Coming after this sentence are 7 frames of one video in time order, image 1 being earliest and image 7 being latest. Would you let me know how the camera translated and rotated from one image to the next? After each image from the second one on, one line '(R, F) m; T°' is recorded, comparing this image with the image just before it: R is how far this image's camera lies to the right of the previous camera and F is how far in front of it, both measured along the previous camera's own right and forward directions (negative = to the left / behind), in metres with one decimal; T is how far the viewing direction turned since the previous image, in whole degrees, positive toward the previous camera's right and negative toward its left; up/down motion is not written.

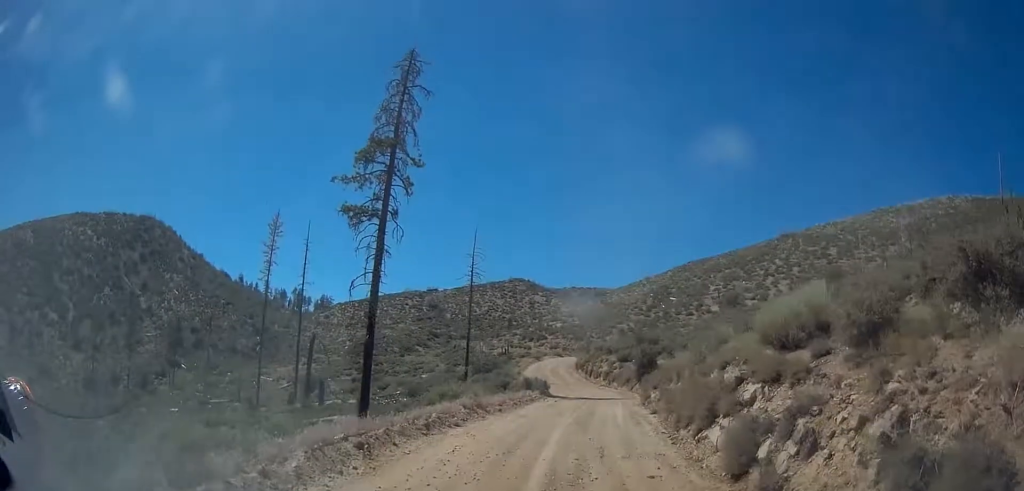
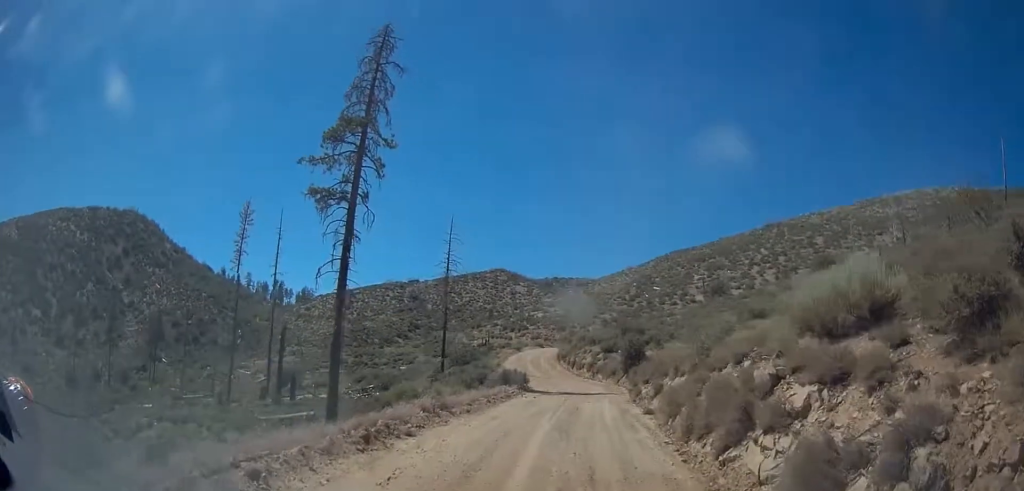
(0.0, +3.0) m; 0°
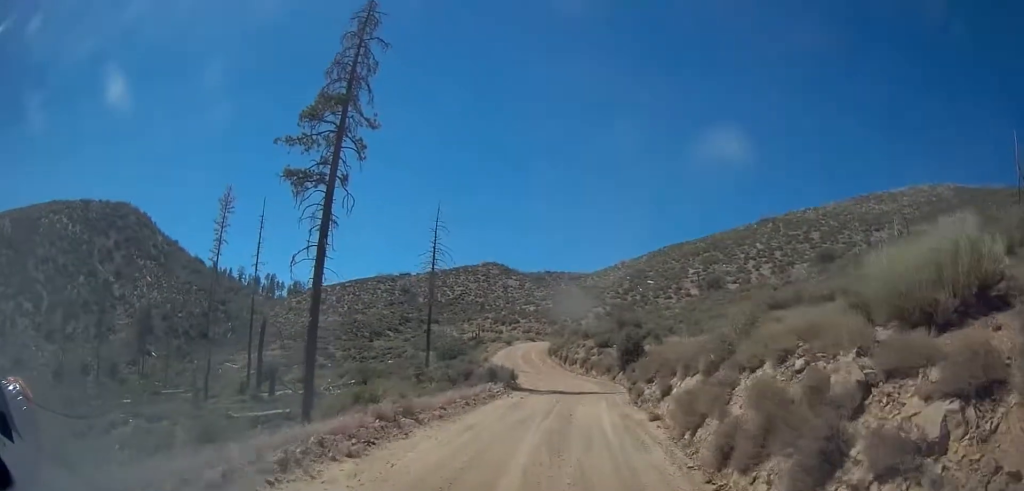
(0.0, +3.0) m; 0°
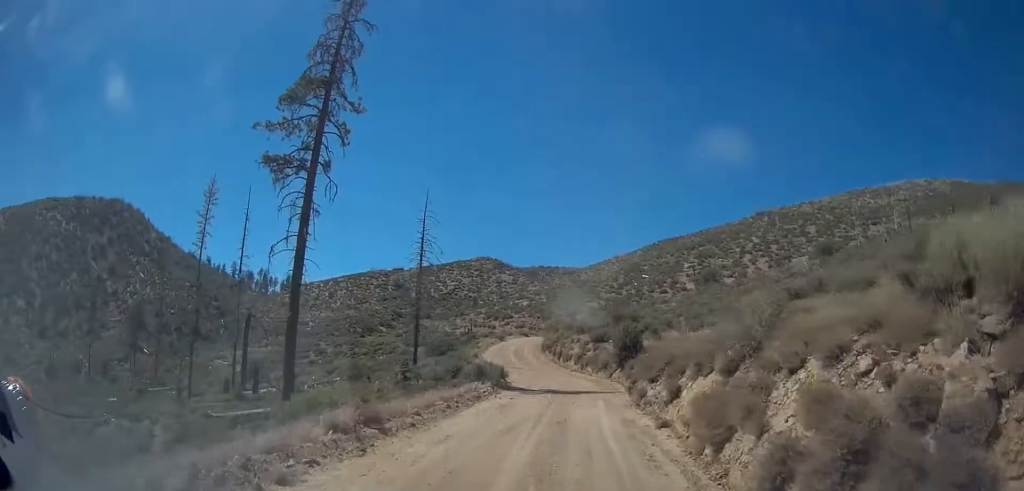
(0.0, +2.2) m; 0°
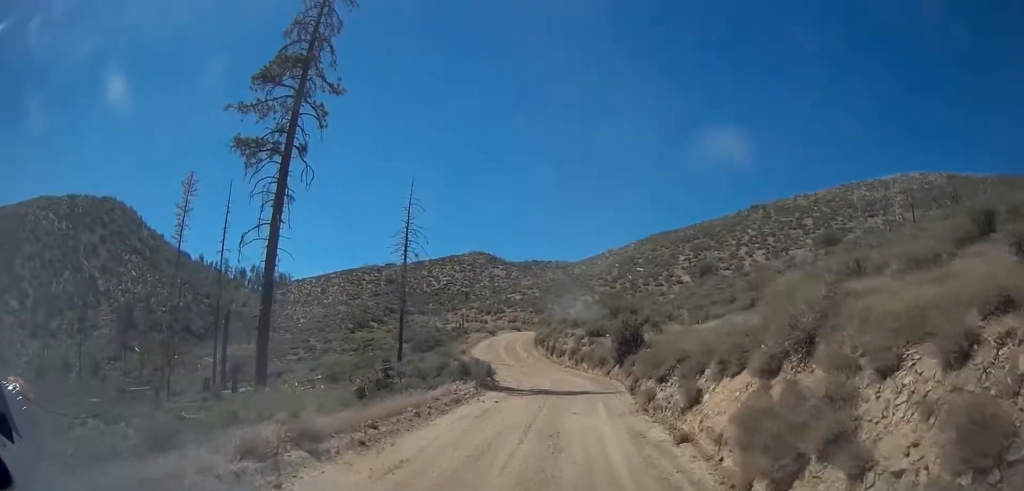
(0.0, +2.9) m; +1°
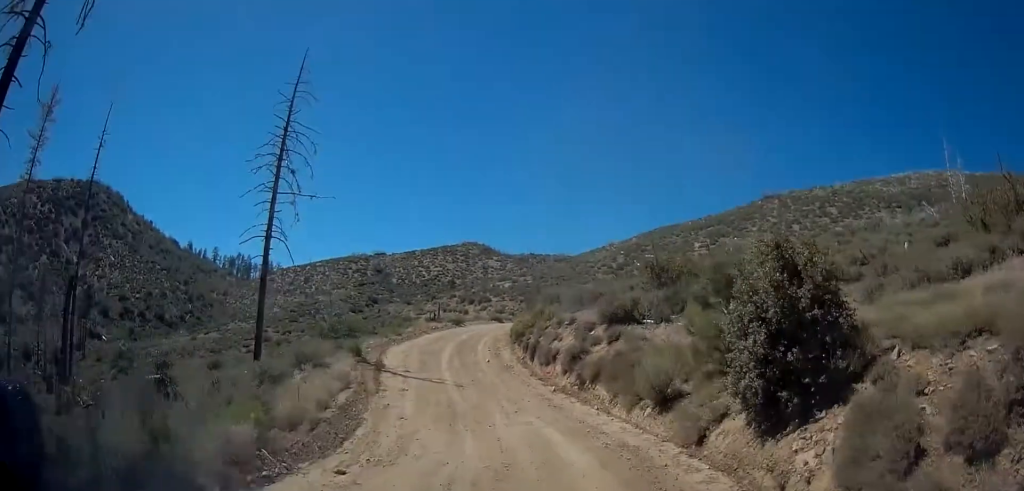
(+1.0, +21.8) m; +1°
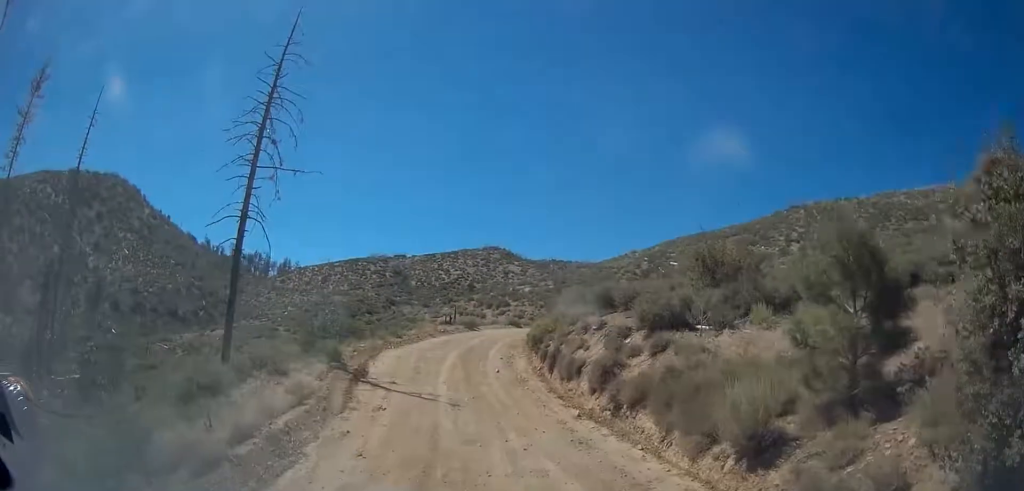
(+0.1, +4.4) m; -1°
